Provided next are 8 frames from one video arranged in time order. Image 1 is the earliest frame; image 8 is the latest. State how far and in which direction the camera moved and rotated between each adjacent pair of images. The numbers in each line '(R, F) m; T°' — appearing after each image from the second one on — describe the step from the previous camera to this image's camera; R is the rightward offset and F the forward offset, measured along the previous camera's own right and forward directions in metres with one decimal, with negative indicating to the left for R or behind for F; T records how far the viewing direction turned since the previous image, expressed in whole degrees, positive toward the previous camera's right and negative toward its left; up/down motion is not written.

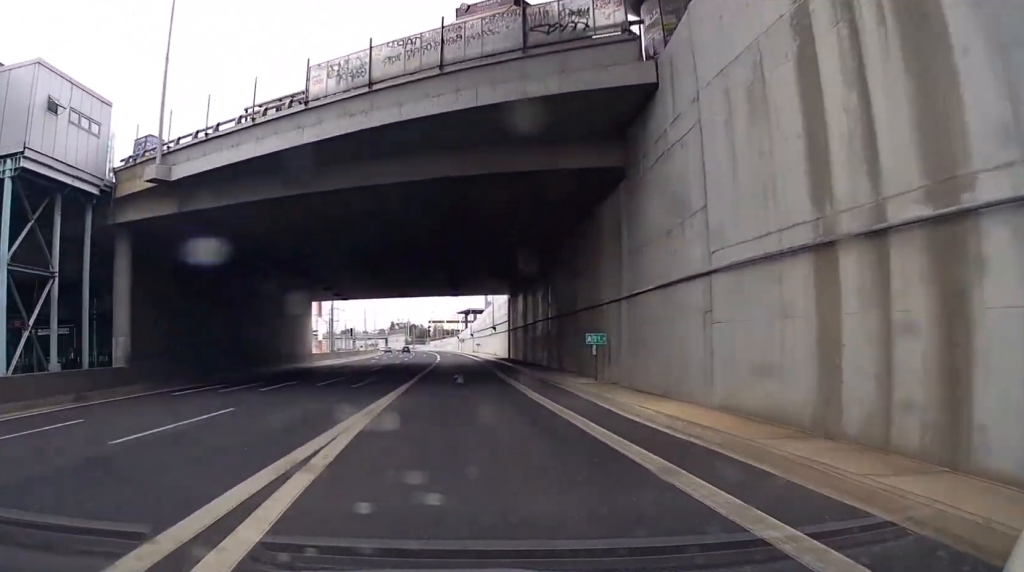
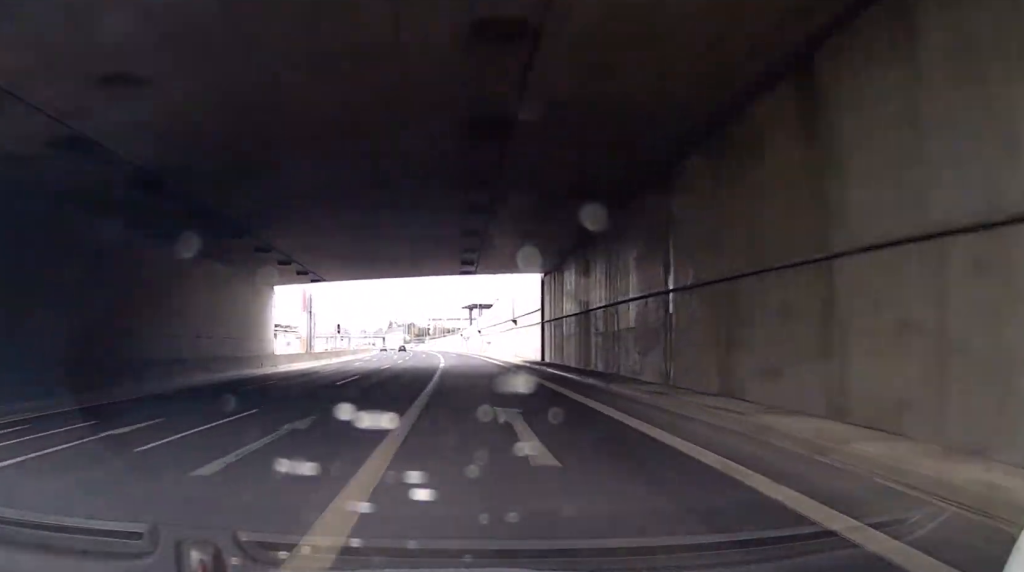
(-0.2, +19.2) m; -1°
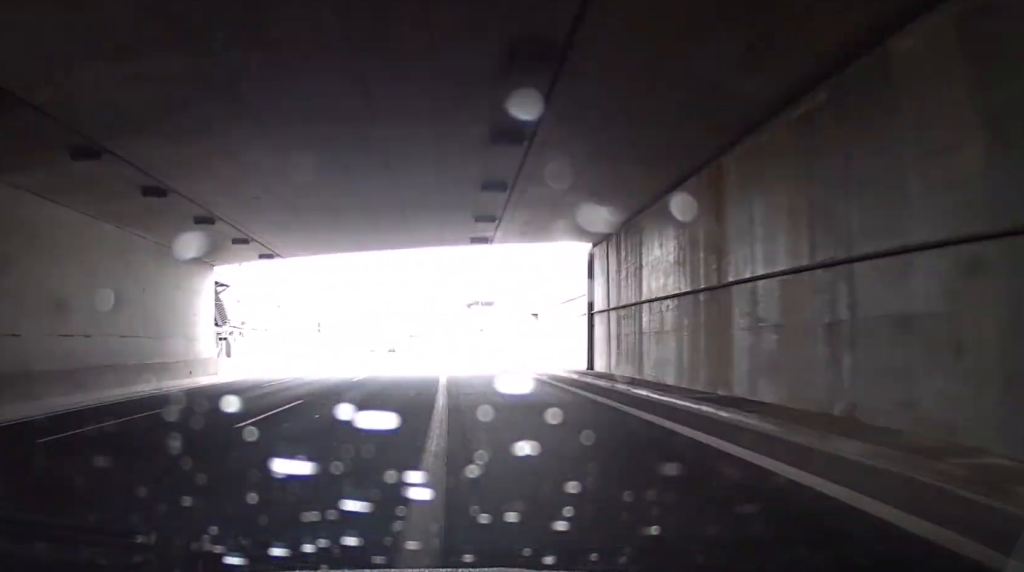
(-0.1, +15.2) m; +1°
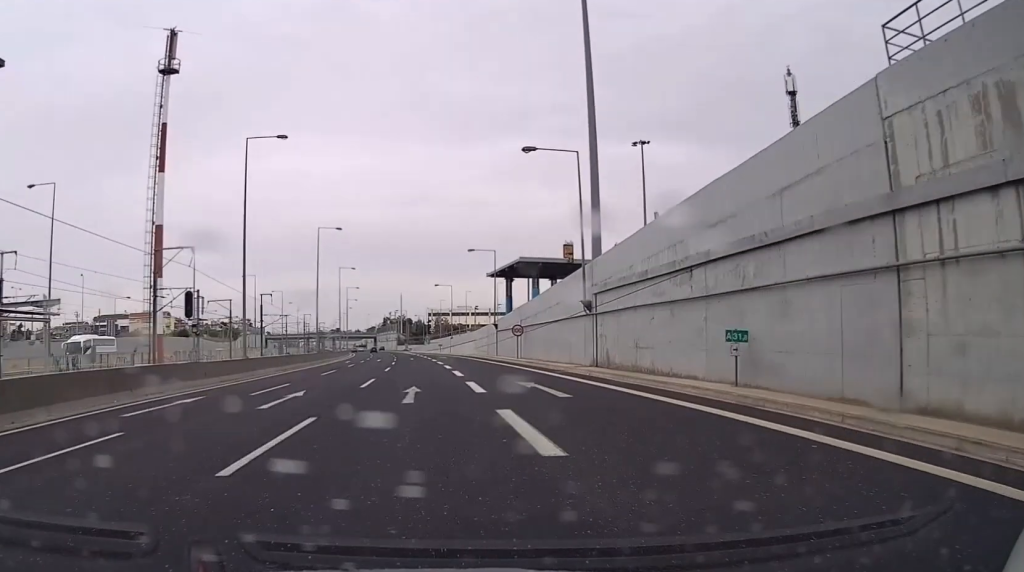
(+1.3, +59.1) m; +1°
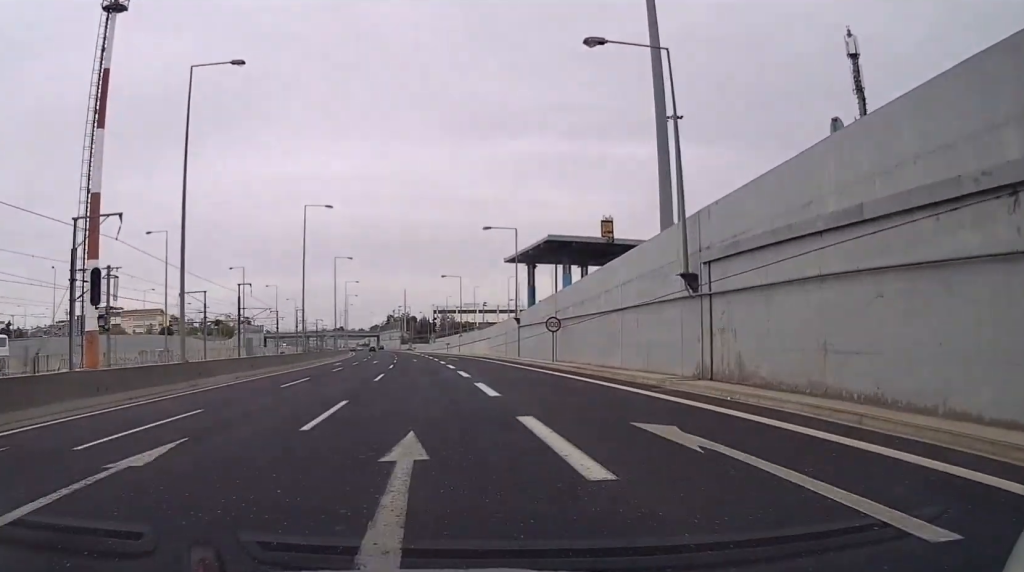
(+0.1, +13.7) m; -1°
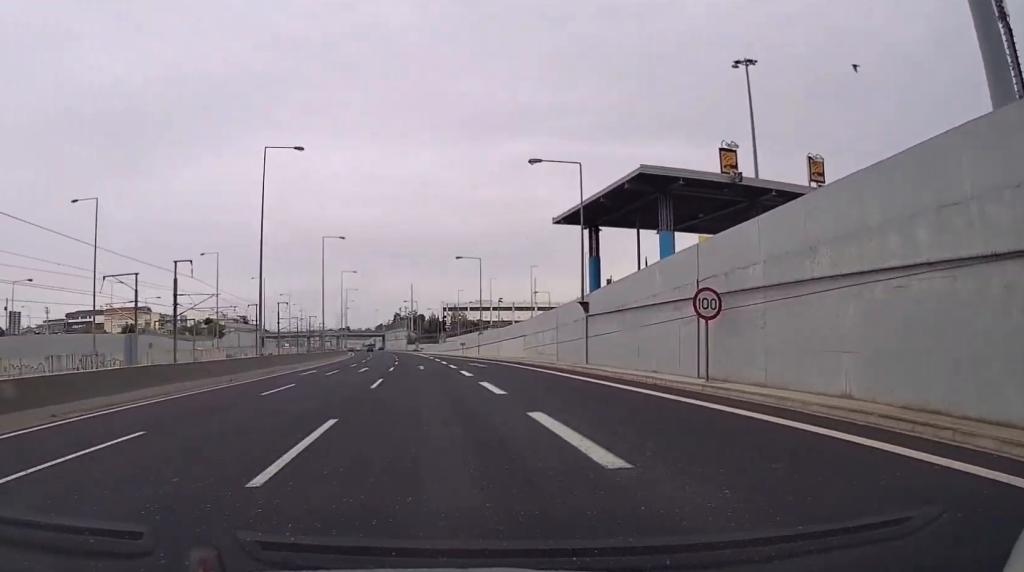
(-0.6, +23.4) m; -1°
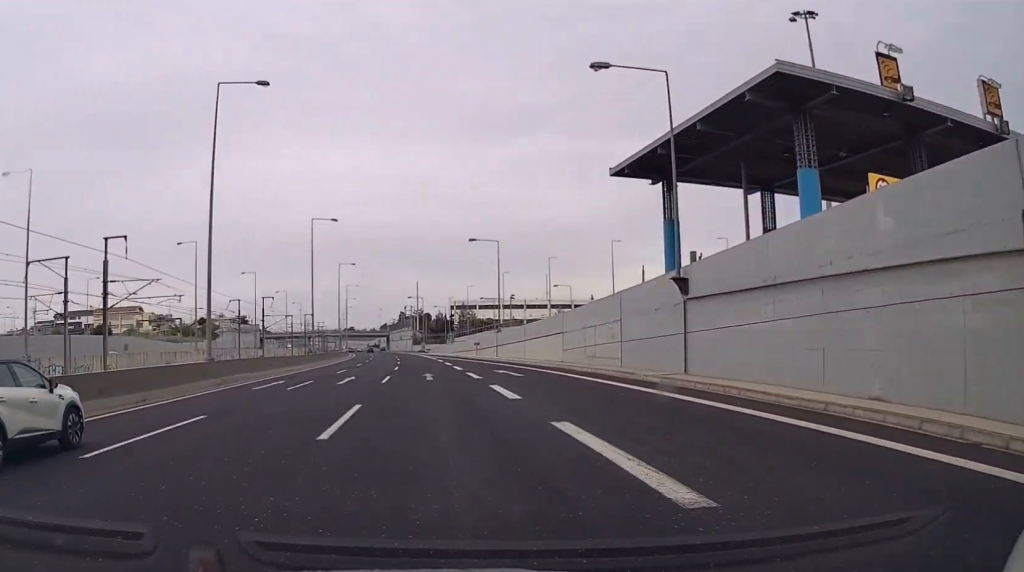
(0.0, +14.2) m; 0°
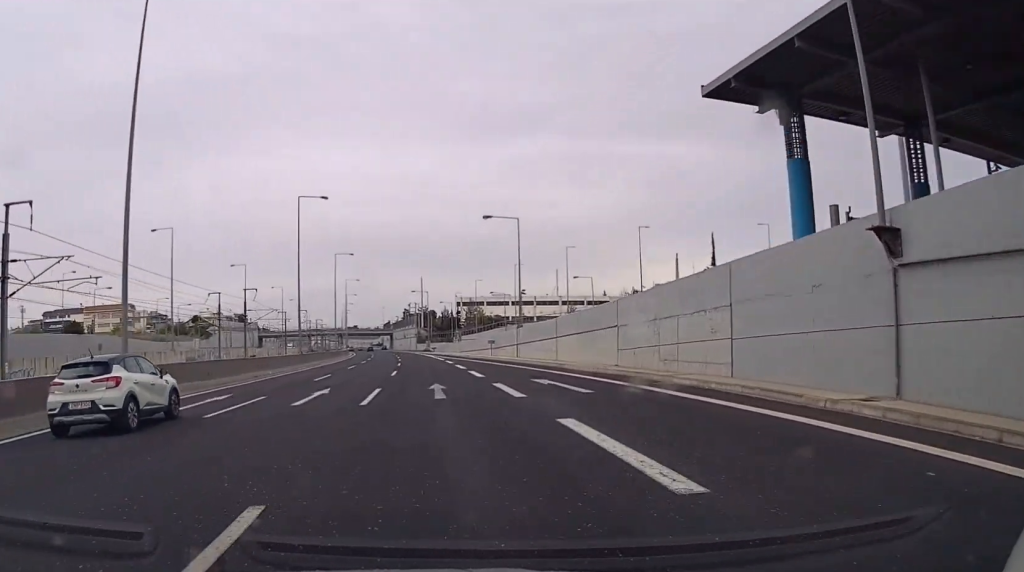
(0.0, +11.9) m; 0°
